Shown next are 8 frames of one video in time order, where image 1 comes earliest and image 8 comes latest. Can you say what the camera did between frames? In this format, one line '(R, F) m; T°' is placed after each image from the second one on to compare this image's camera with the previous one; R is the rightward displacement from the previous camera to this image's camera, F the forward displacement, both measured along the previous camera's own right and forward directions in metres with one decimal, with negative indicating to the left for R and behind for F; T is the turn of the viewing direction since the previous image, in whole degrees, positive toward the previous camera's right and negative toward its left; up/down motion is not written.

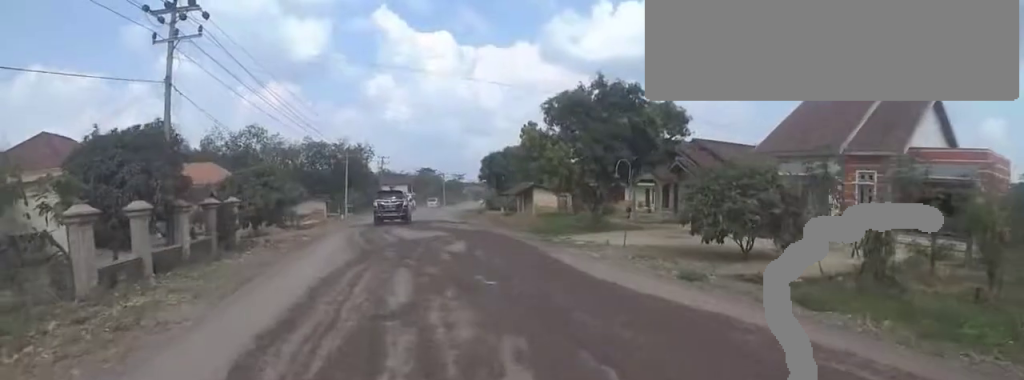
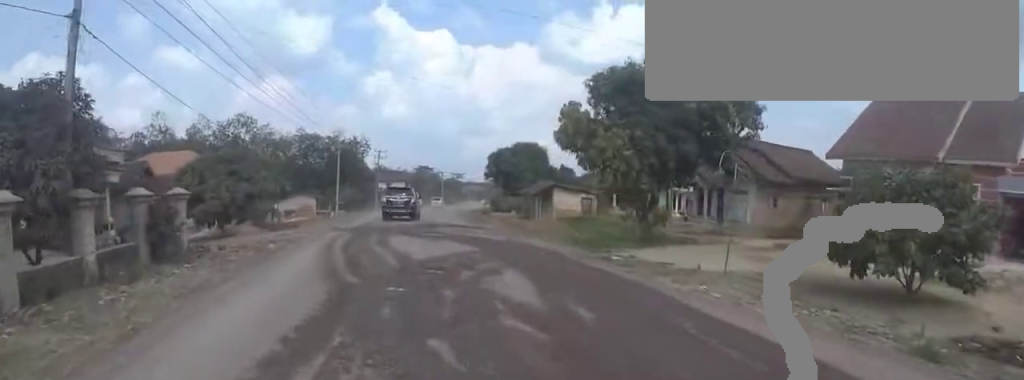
(0.0, +5.8) m; 0°
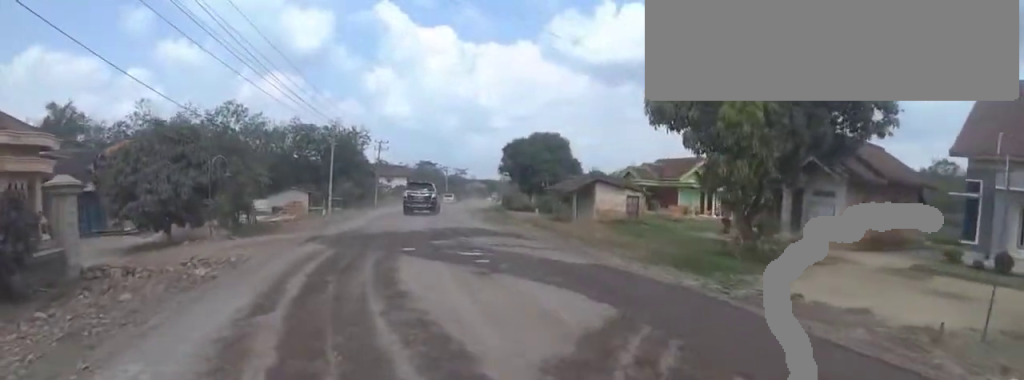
(0.0, +6.7) m; 0°
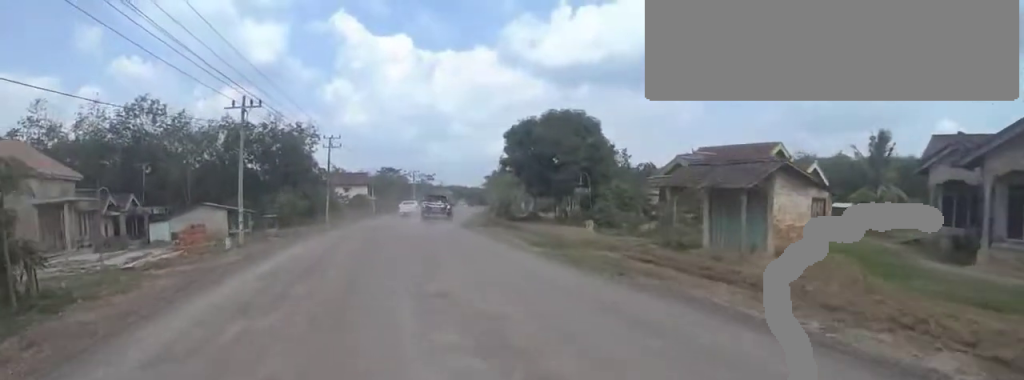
(0.0, +16.2) m; 0°
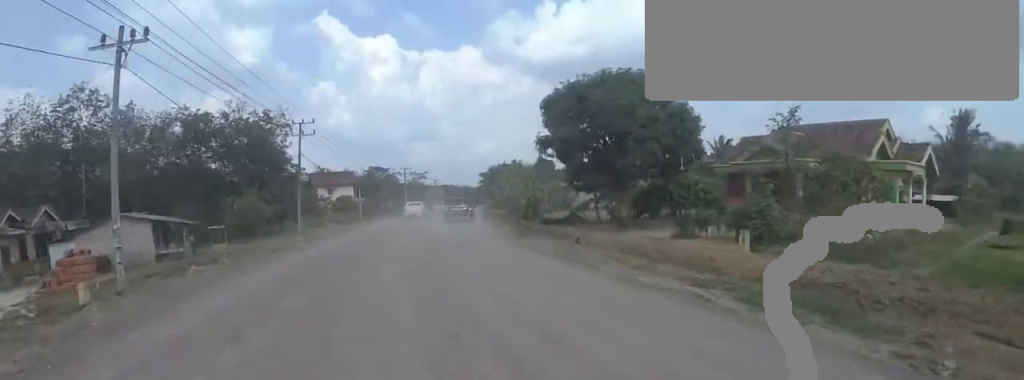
(0.0, +10.8) m; 0°
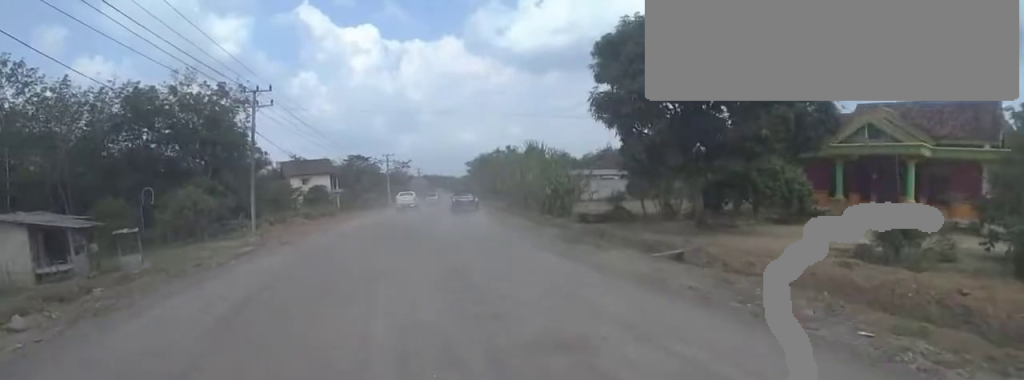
(0.0, +8.3) m; +2°
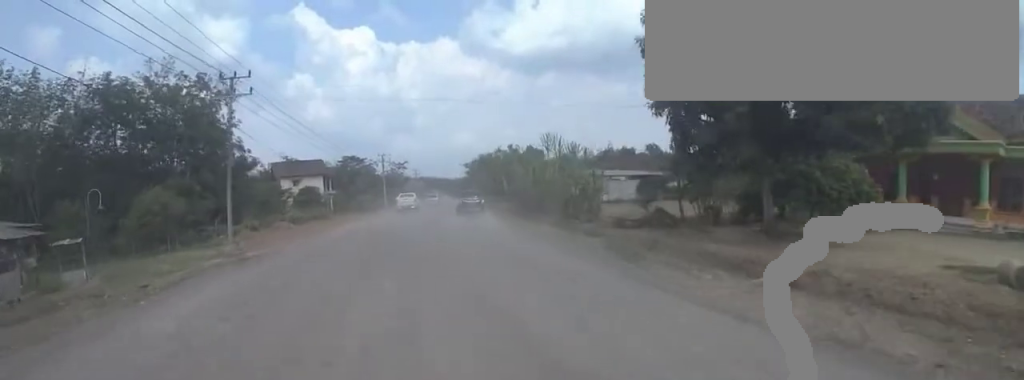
(+0.1, +3.8) m; +1°
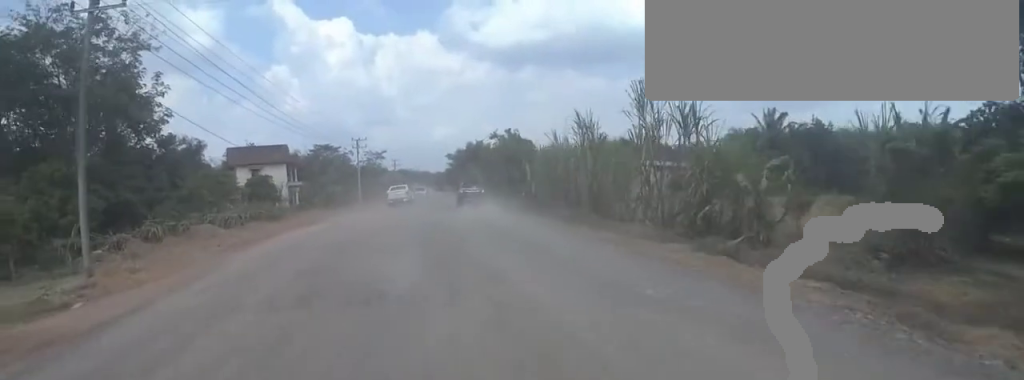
(+0.4, +10.8) m; +3°
